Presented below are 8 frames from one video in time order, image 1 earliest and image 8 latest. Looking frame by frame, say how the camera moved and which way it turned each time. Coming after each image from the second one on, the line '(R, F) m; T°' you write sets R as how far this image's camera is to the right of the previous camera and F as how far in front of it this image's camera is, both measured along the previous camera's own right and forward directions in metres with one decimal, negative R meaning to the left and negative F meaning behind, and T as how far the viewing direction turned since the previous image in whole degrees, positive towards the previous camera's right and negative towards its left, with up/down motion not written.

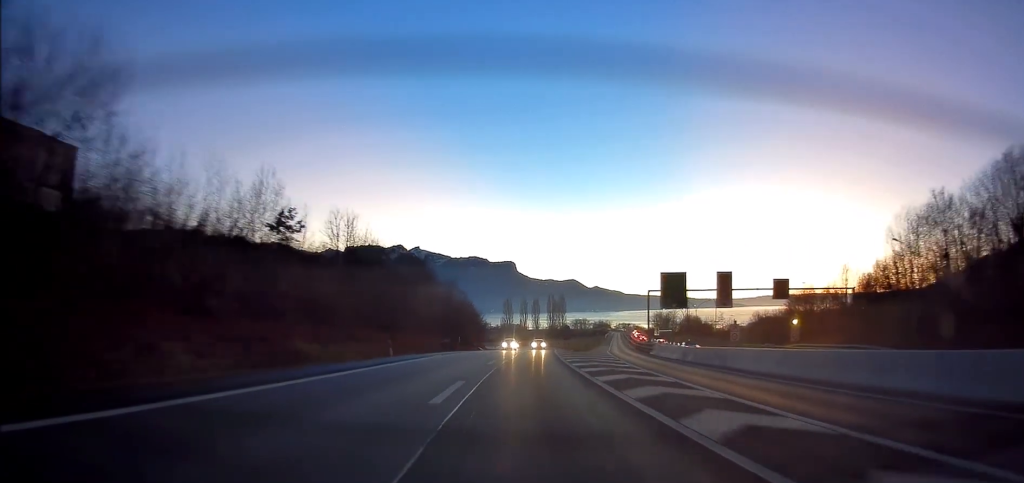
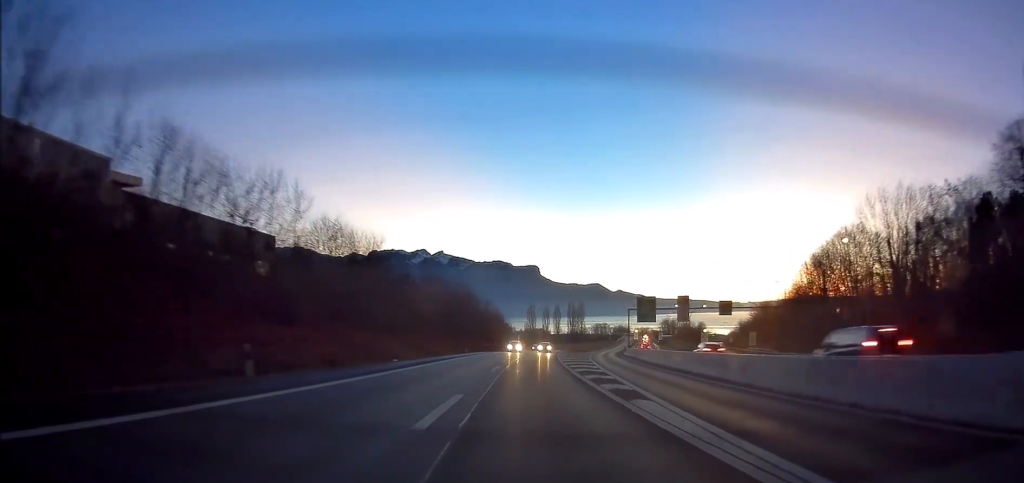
(-0.3, +32.2) m; -2°
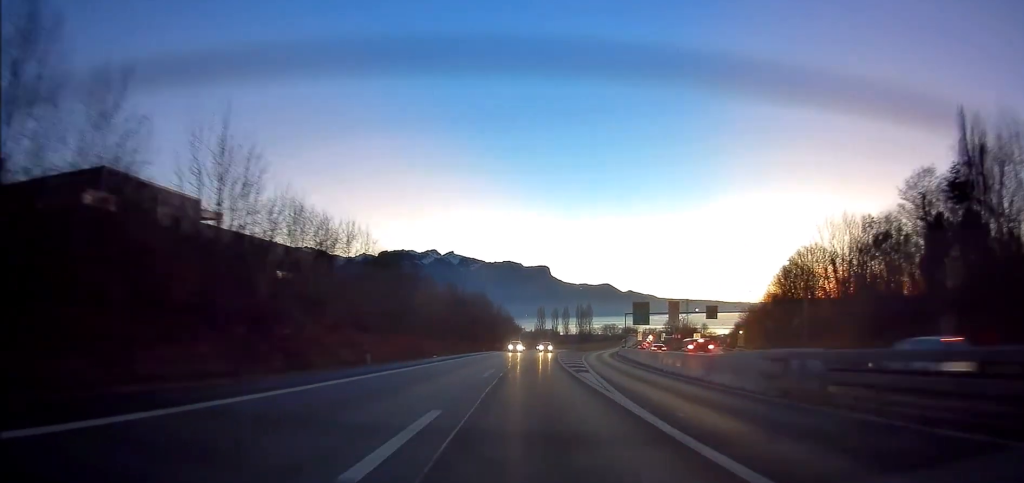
(-0.3, +14.4) m; -1°
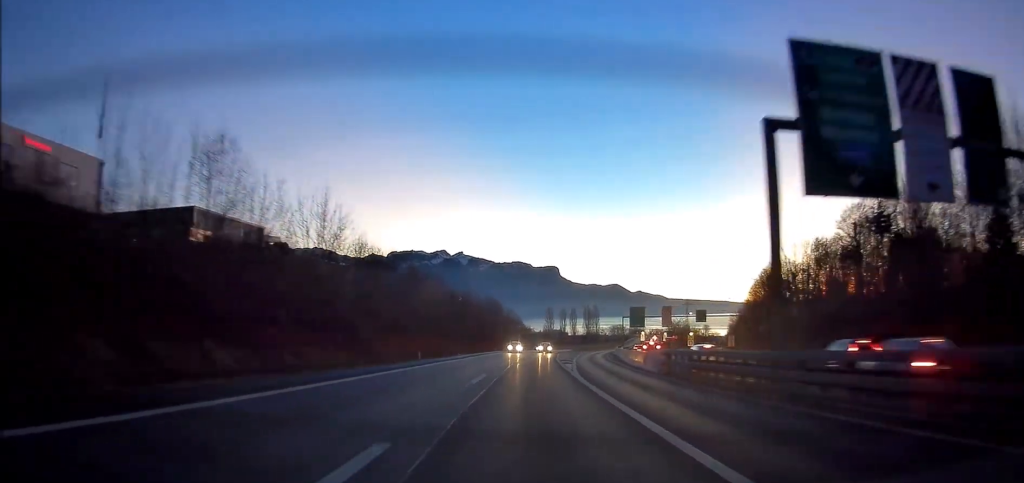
(-0.1, +14.3) m; -1°
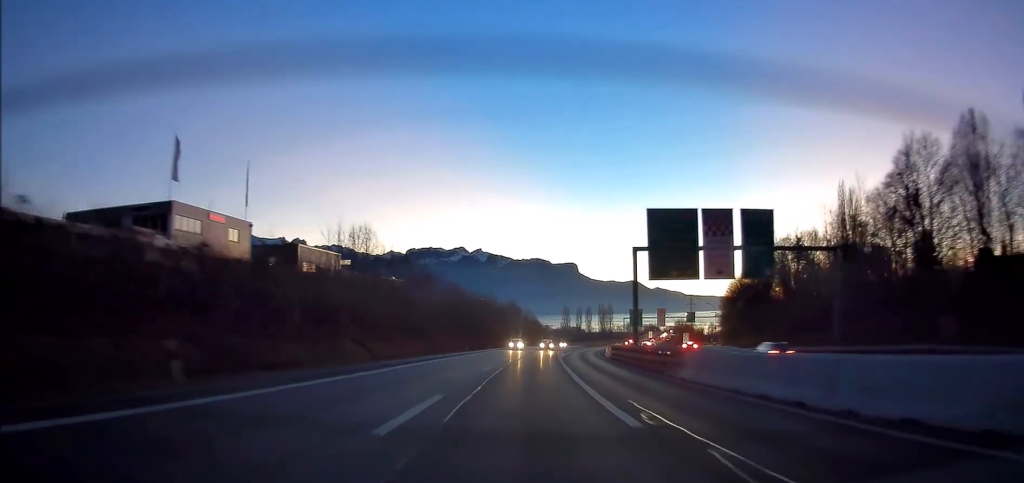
(-0.3, +25.1) m; -2°
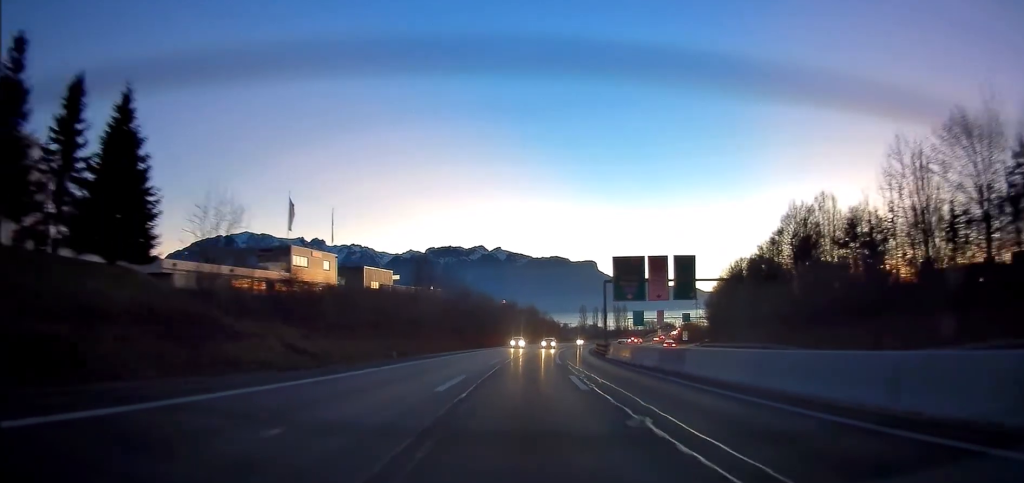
(-0.3, +24.5) m; -1°
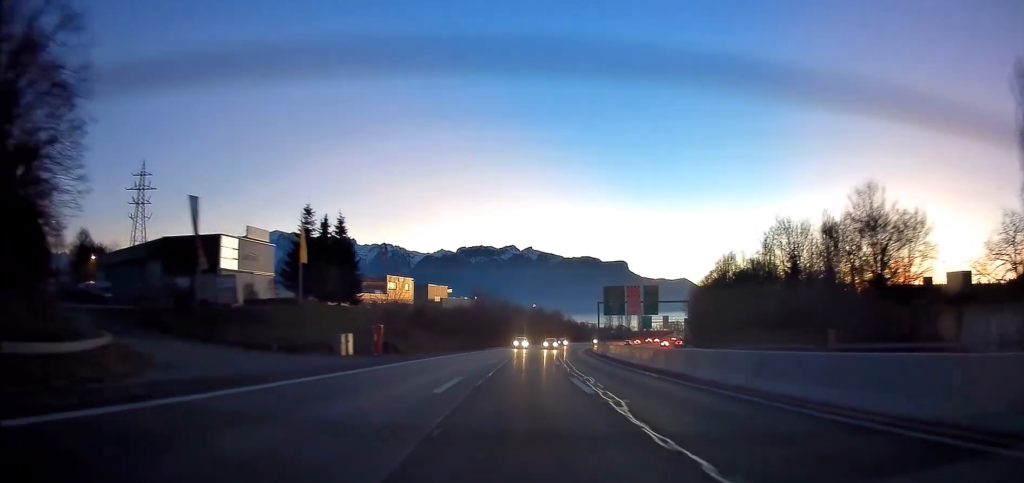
(-0.6, +34.1) m; -3°
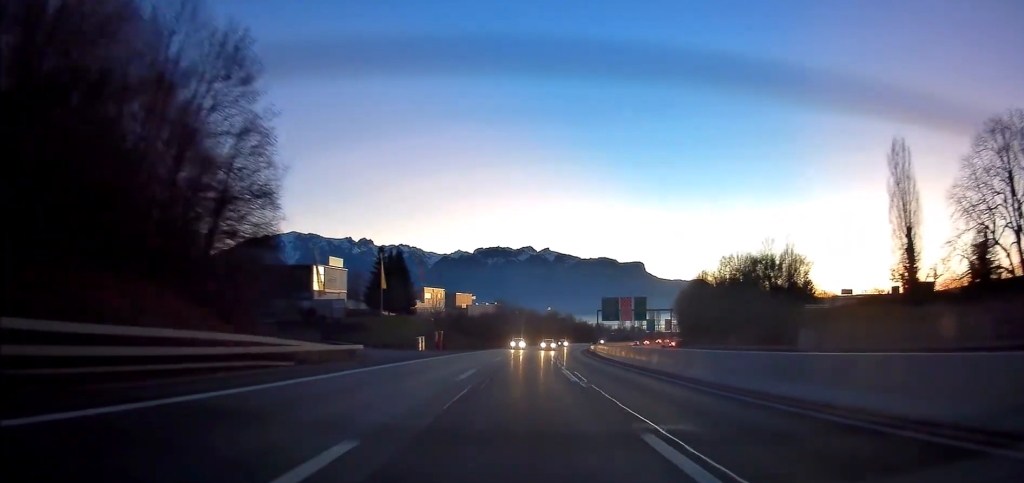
(-0.6, +22.6) m; -2°
